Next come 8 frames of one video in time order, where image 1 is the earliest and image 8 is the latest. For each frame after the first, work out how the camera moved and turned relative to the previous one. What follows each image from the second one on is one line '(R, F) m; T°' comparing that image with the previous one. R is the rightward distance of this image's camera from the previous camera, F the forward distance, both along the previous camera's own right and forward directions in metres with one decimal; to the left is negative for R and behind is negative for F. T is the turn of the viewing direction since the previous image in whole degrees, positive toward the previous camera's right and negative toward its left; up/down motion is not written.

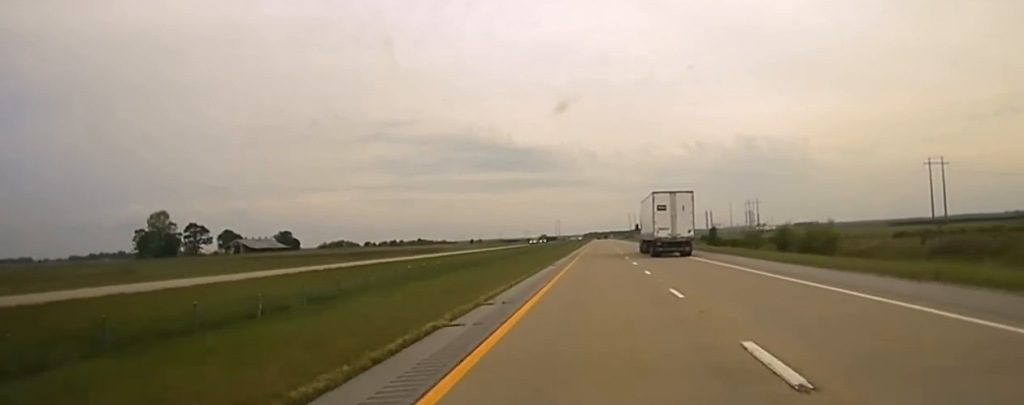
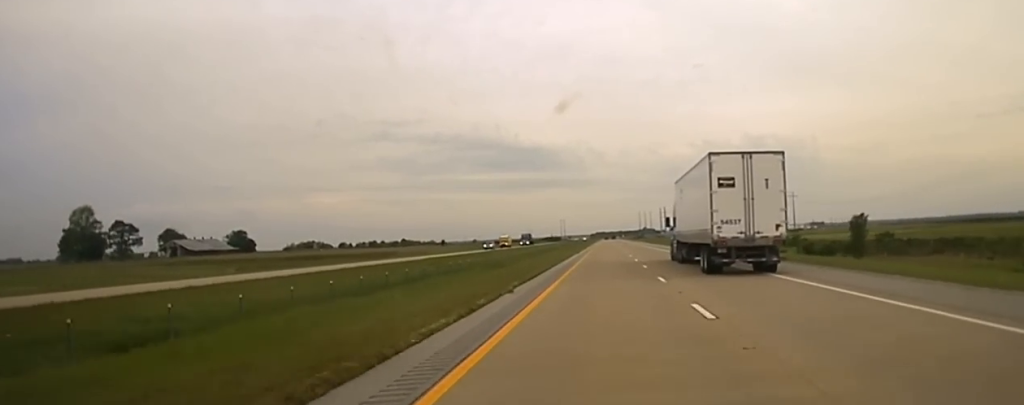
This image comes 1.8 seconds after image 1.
(0.0, +97.6) m; 0°
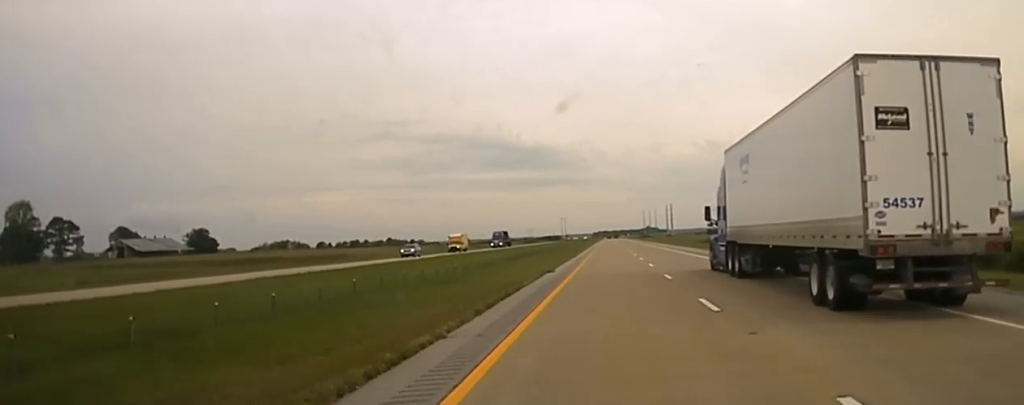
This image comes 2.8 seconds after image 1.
(+0.2, +48.7) m; 0°
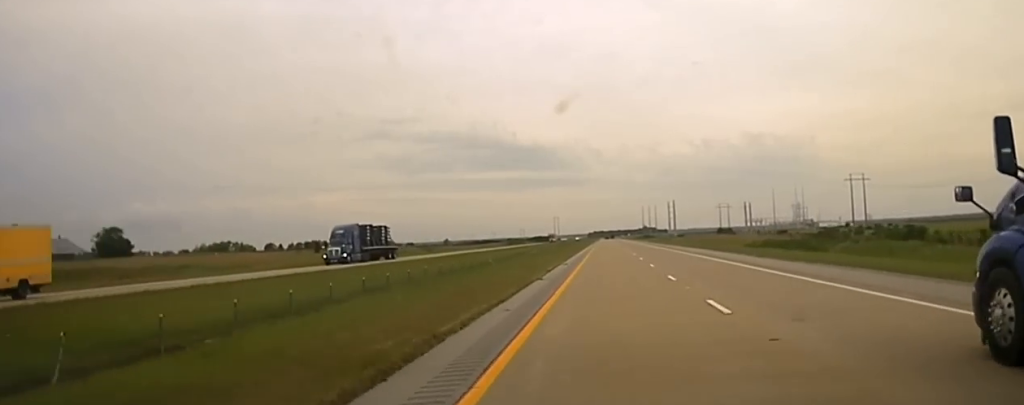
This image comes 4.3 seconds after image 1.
(-0.5, +61.6) m; 0°
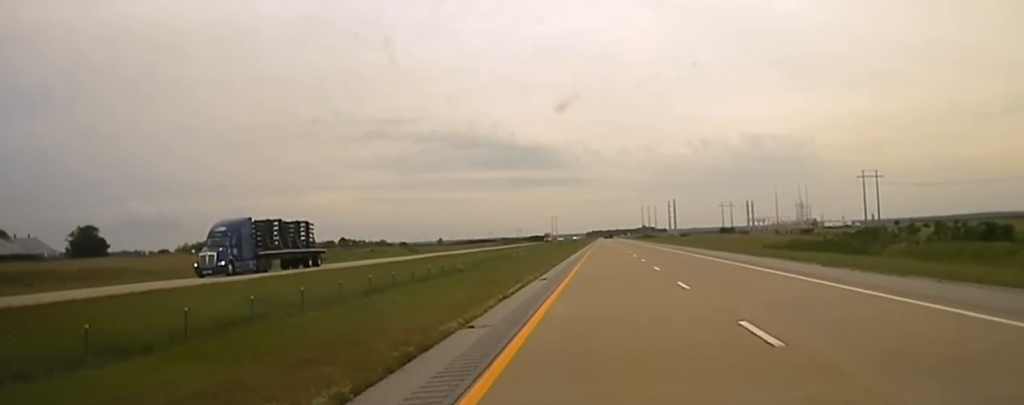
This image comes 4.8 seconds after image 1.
(+0.1, +15.6) m; 0°
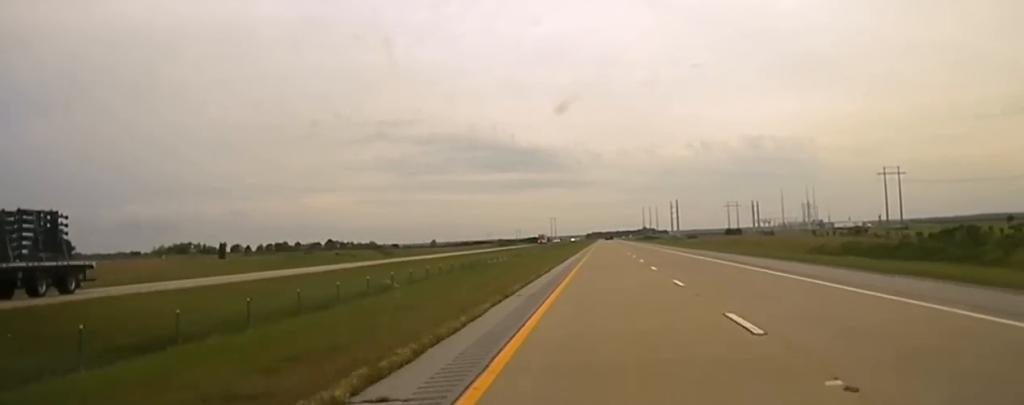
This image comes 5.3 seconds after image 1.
(+0.1, +16.1) m; 0°
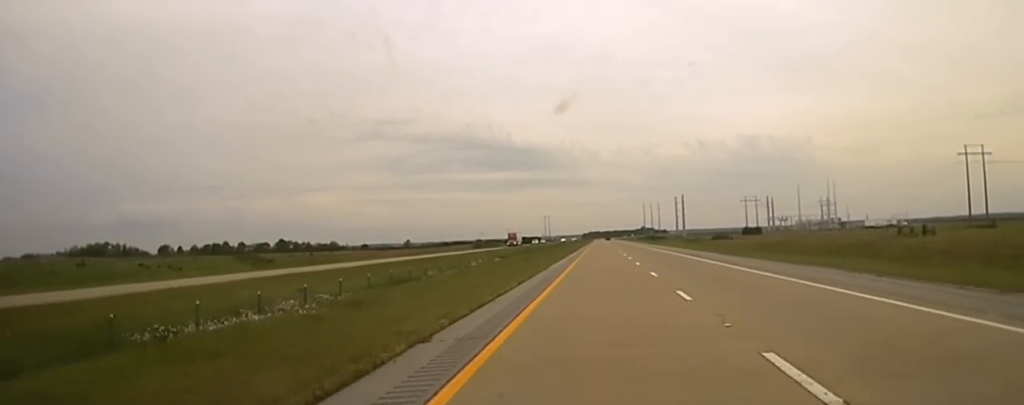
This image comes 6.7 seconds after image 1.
(+0.2, +58.0) m; 0°
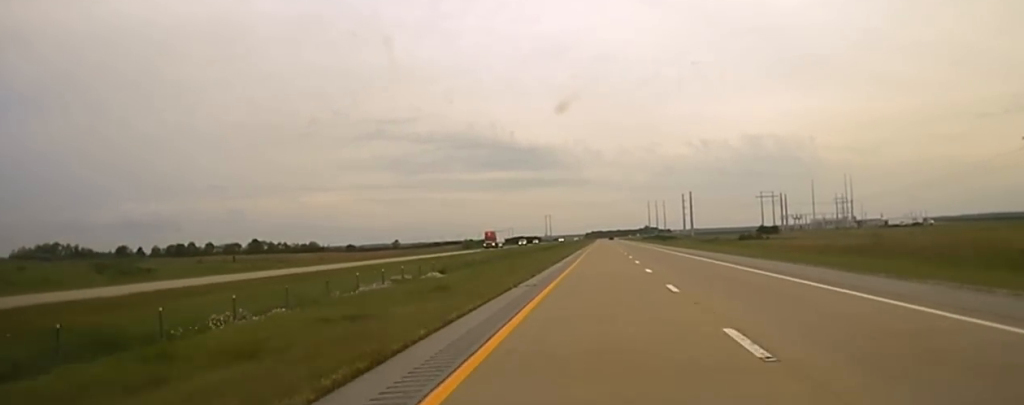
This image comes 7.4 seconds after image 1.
(0.0, +33.8) m; 0°
